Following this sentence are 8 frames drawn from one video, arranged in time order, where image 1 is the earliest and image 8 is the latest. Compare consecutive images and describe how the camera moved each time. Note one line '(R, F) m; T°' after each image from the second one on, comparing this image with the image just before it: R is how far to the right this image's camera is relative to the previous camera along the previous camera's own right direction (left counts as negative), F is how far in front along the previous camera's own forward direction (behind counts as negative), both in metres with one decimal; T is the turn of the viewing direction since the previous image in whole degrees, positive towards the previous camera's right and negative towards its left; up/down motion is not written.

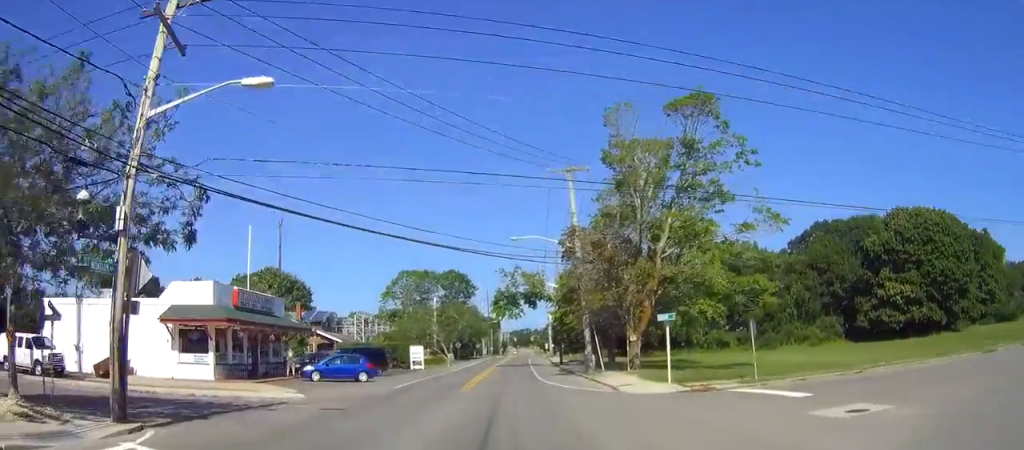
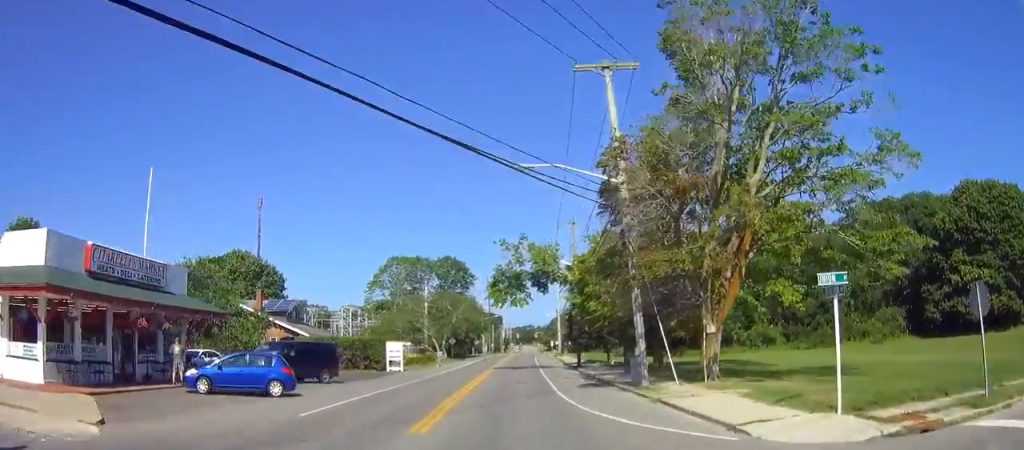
(0.0, +14.6) m; 0°
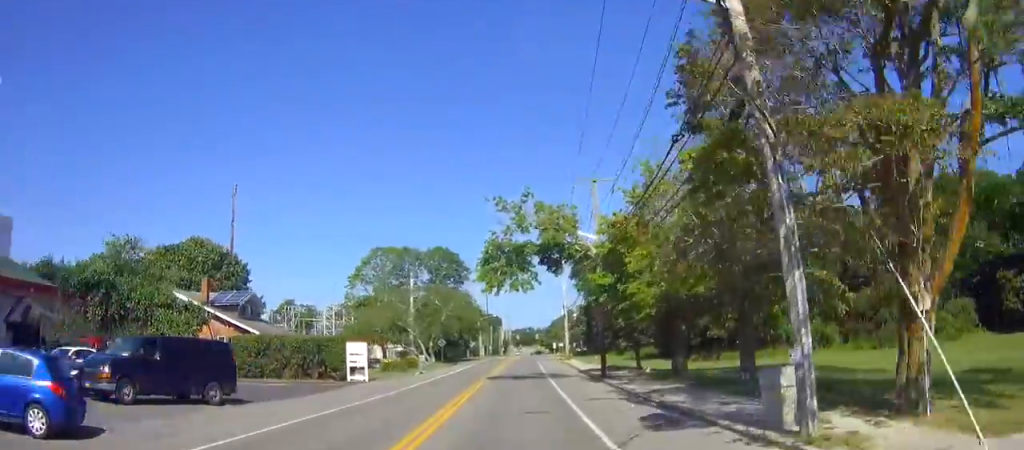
(0.0, +13.1) m; 0°
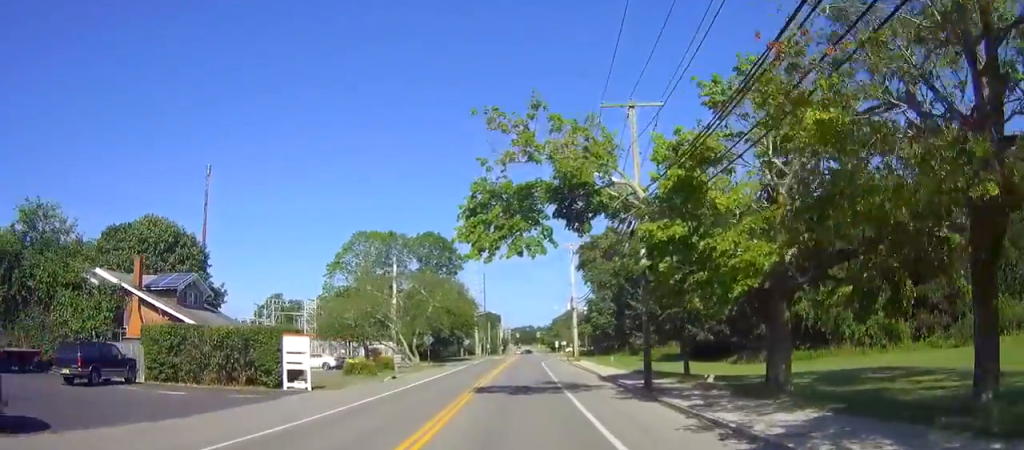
(0.0, +11.6) m; 0°
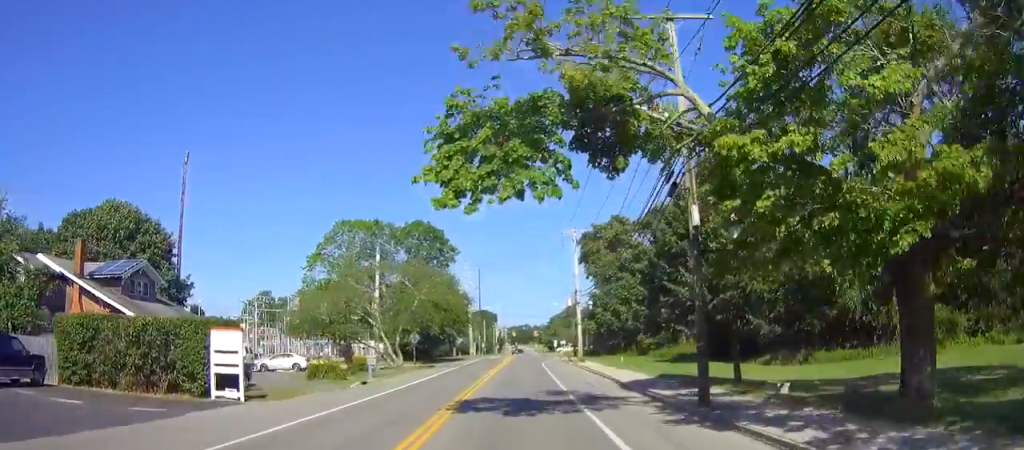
(0.0, +7.3) m; 0°
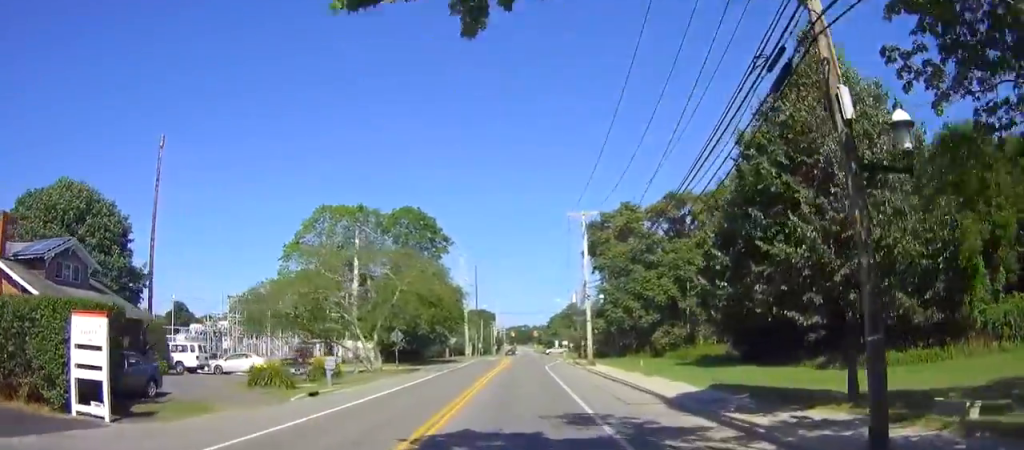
(0.0, +8.3) m; 0°
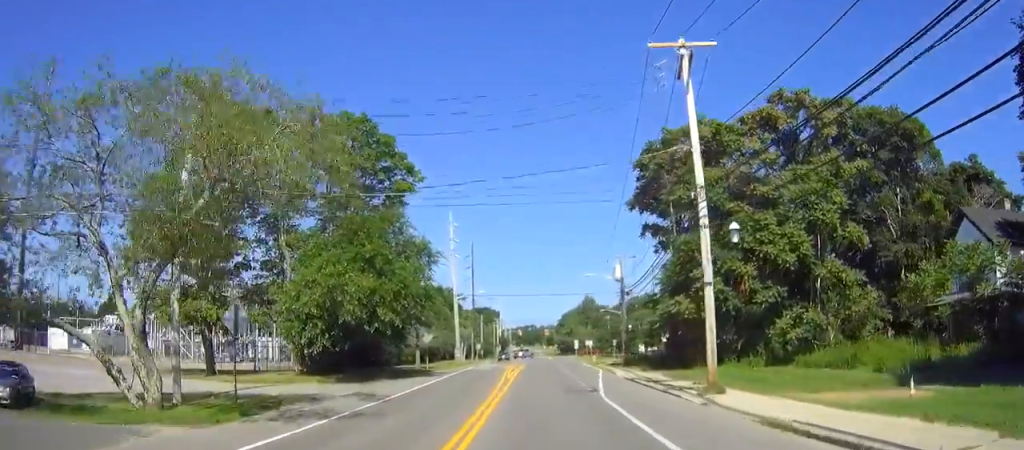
(+0.1, +31.1) m; 0°
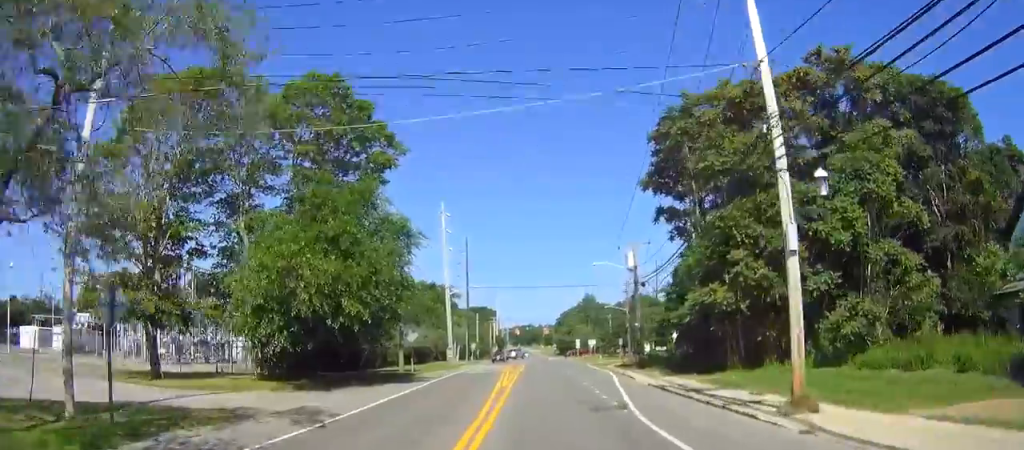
(0.0, +7.1) m; 0°
